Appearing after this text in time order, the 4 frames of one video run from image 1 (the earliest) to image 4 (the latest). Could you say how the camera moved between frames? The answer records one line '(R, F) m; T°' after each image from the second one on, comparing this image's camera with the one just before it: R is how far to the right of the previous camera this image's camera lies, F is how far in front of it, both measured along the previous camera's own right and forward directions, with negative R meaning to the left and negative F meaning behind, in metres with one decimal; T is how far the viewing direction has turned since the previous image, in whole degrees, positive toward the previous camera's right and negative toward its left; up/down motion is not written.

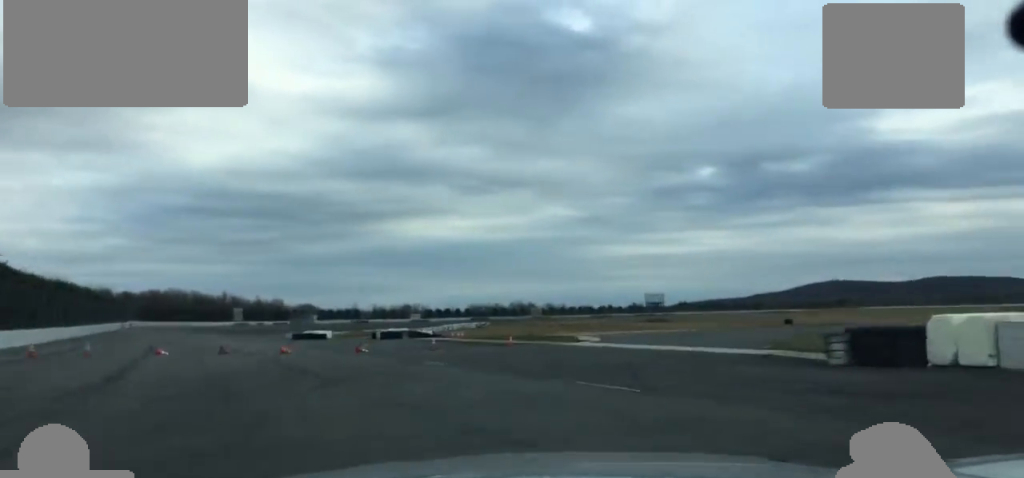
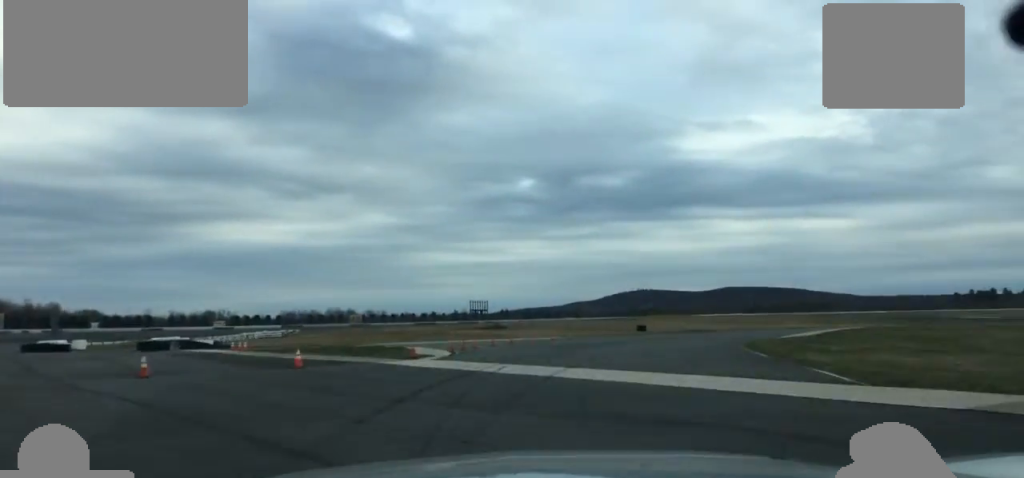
(+2.4, +20.8) m; +12°
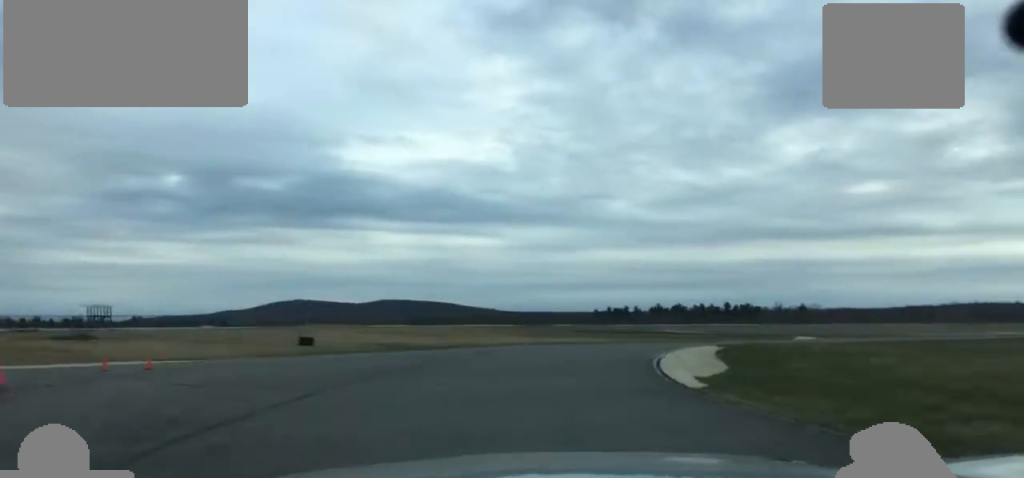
(+6.6, +33.3) m; +18°
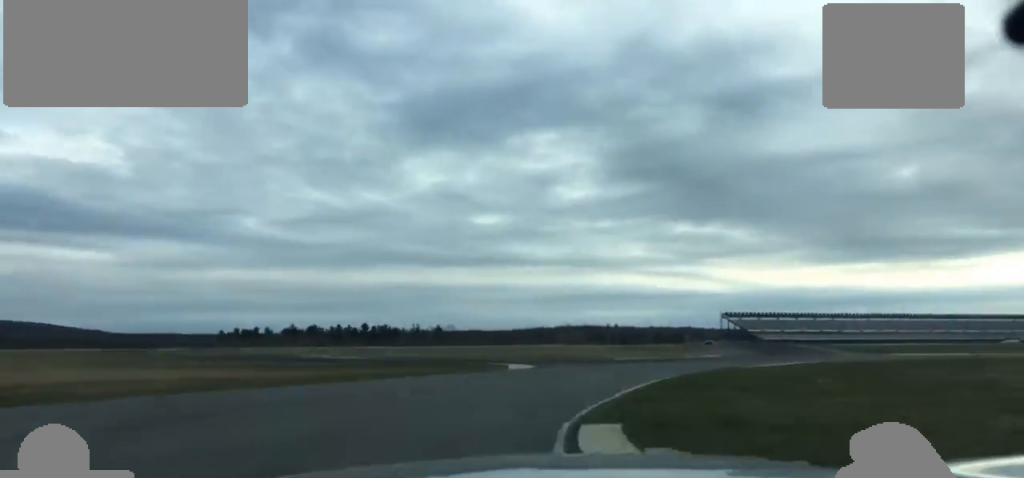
(+2.4, +32.7) m; +10°
